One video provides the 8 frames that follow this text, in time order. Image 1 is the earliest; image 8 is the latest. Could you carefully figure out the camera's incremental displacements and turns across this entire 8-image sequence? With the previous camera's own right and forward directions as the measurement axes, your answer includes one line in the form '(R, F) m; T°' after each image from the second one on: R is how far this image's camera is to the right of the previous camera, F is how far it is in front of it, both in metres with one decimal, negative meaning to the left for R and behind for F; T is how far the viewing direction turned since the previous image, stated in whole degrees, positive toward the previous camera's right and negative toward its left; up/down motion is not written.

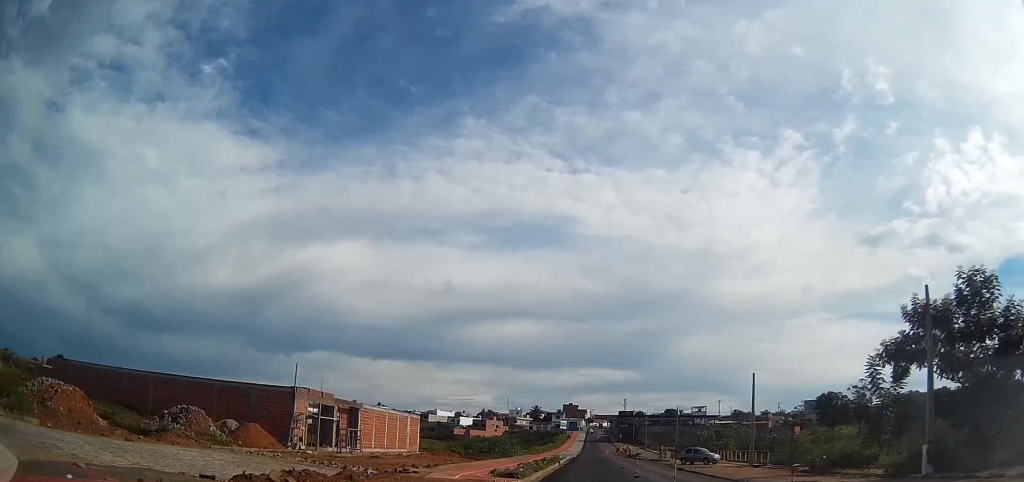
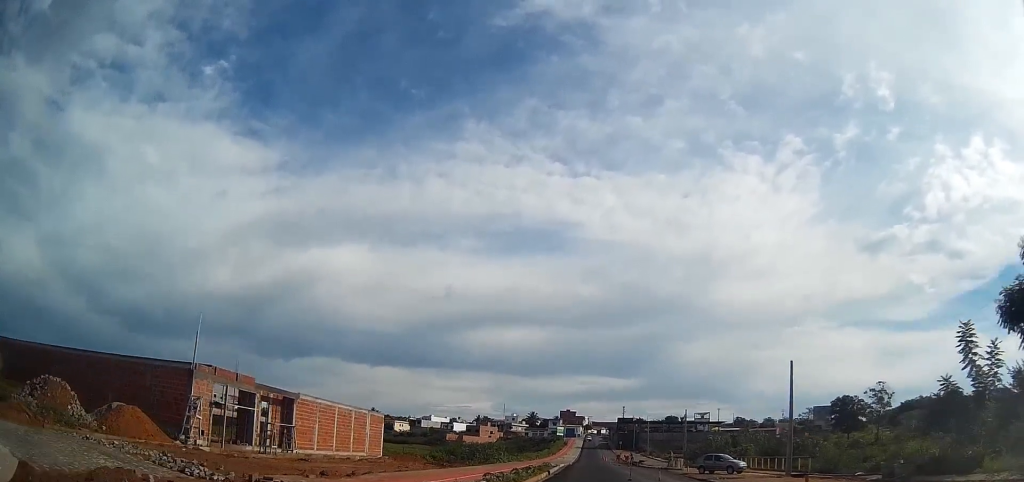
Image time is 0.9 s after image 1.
(+0.1, +9.5) m; +1°
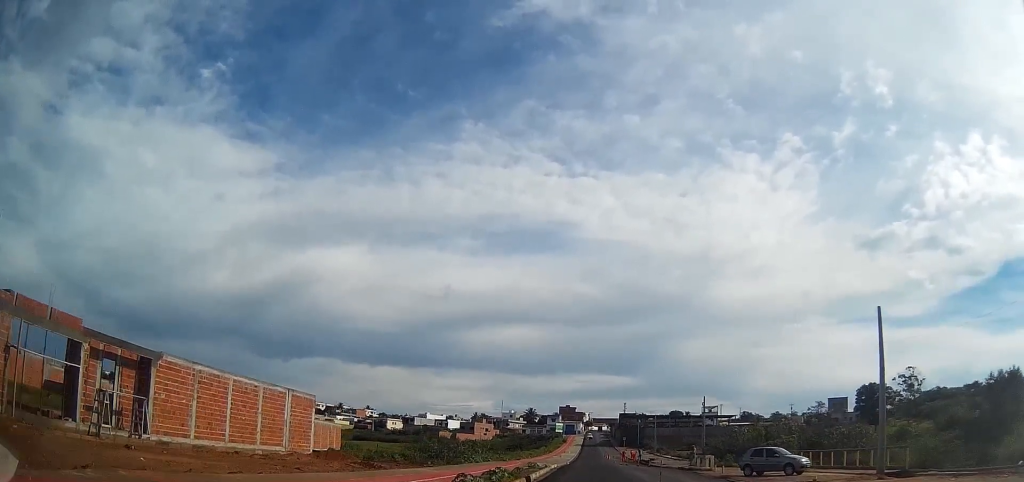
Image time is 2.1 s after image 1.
(0.0, +13.0) m; -1°
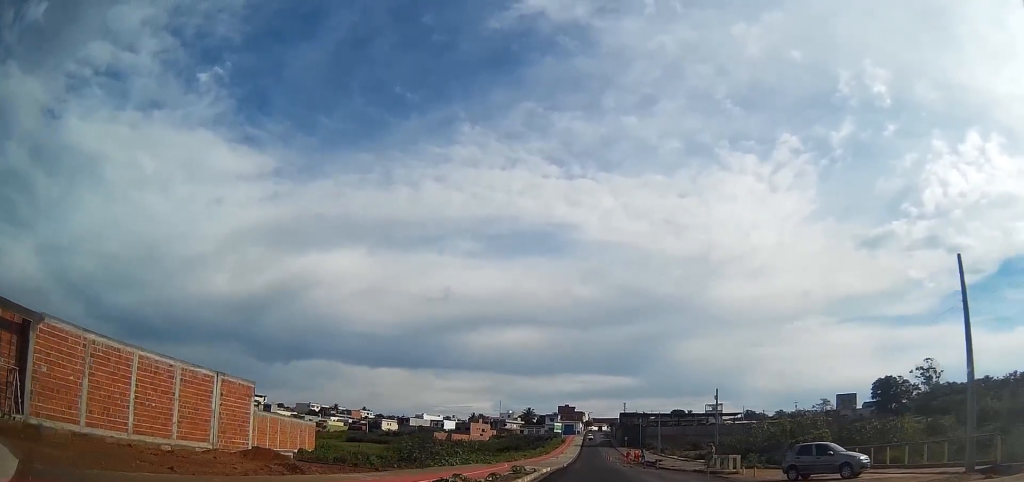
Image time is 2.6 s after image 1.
(0.0, +6.5) m; -1°
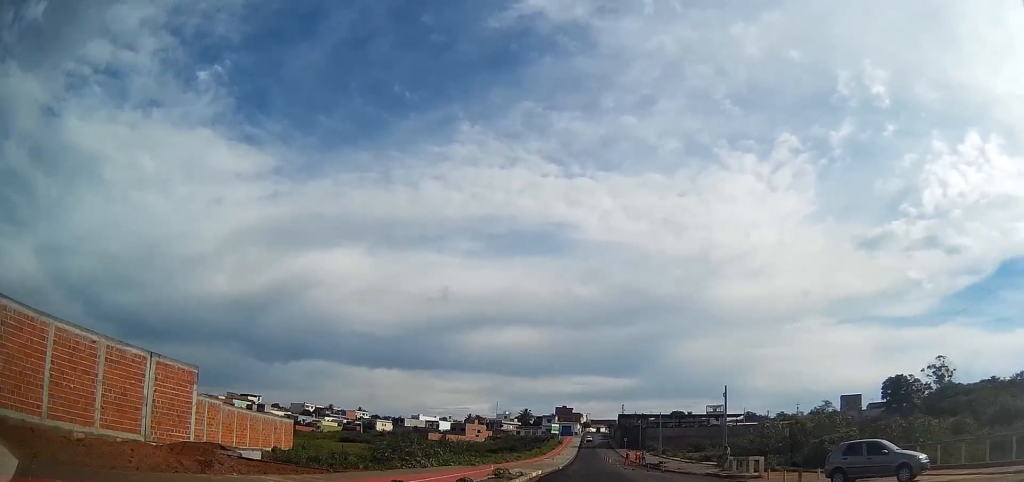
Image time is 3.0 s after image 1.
(-0.1, +4.8) m; 0°
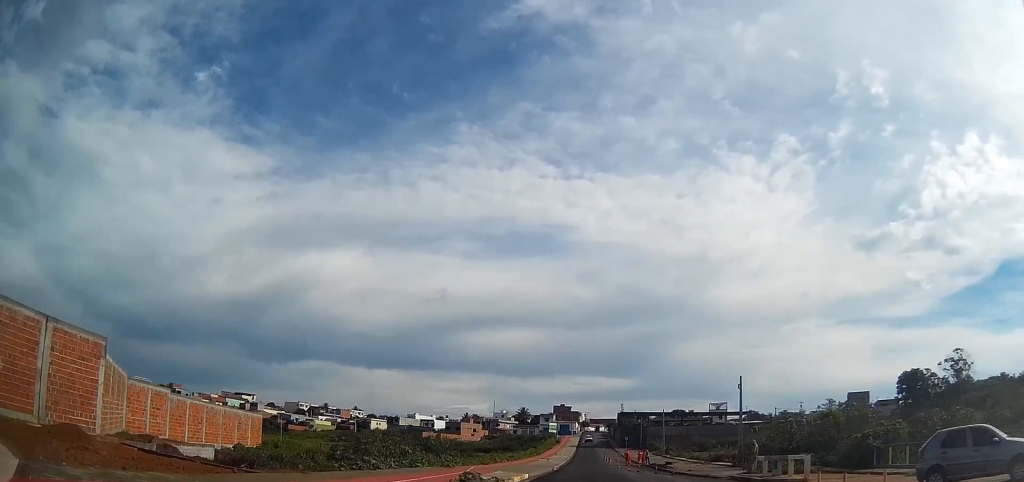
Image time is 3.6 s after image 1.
(-0.1, +6.3) m; 0°
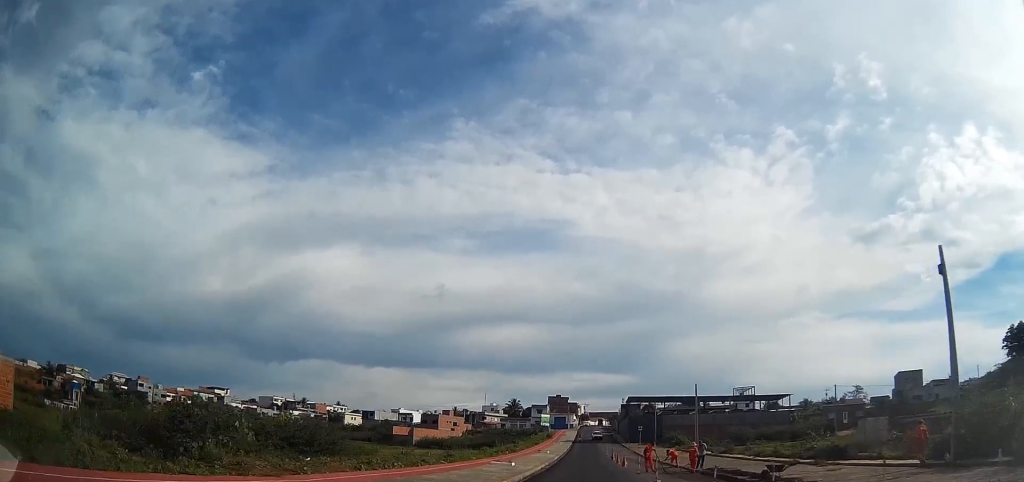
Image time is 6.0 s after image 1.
(+0.8, +31.1) m; +2°
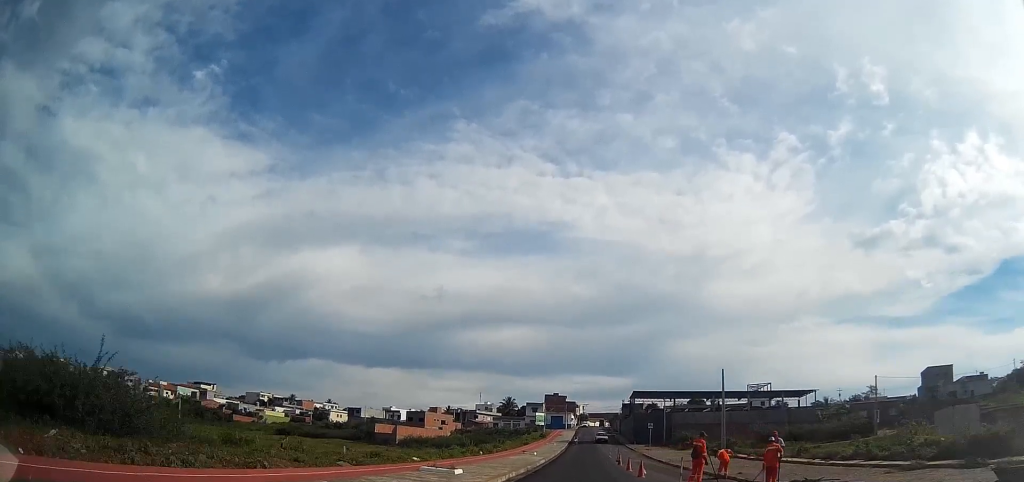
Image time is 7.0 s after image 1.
(-0.1, +14.0) m; -1°
